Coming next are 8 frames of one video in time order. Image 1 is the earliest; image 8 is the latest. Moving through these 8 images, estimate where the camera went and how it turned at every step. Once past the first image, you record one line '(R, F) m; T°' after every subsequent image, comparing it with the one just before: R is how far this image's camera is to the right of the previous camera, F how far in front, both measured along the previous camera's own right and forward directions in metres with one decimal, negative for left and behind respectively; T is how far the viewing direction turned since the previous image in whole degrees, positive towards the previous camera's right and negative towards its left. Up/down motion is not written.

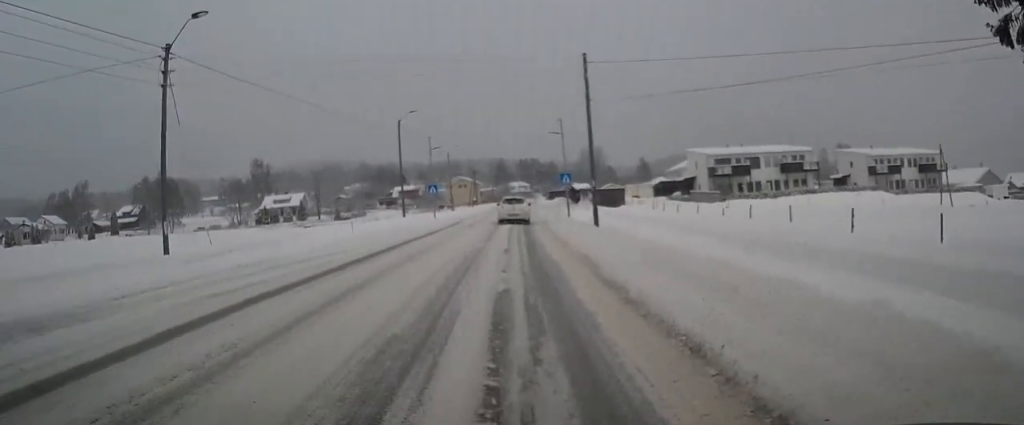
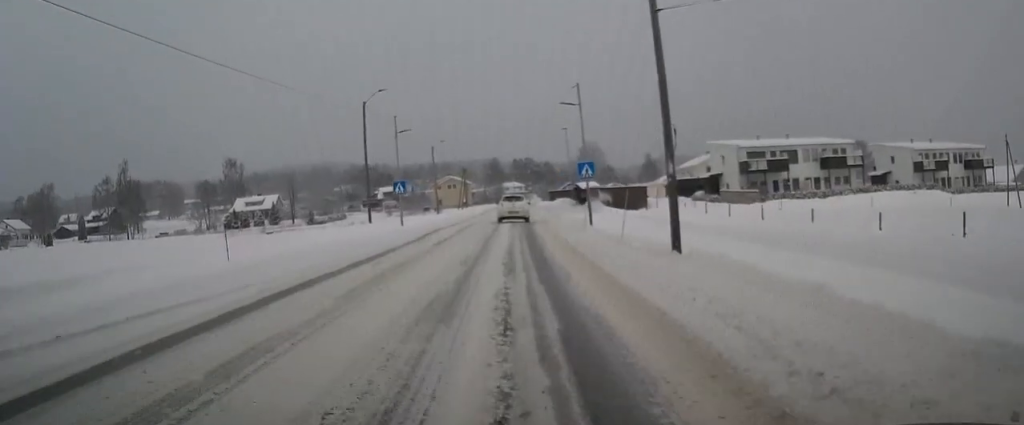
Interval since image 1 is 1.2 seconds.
(+0.2, +13.1) m; 0°
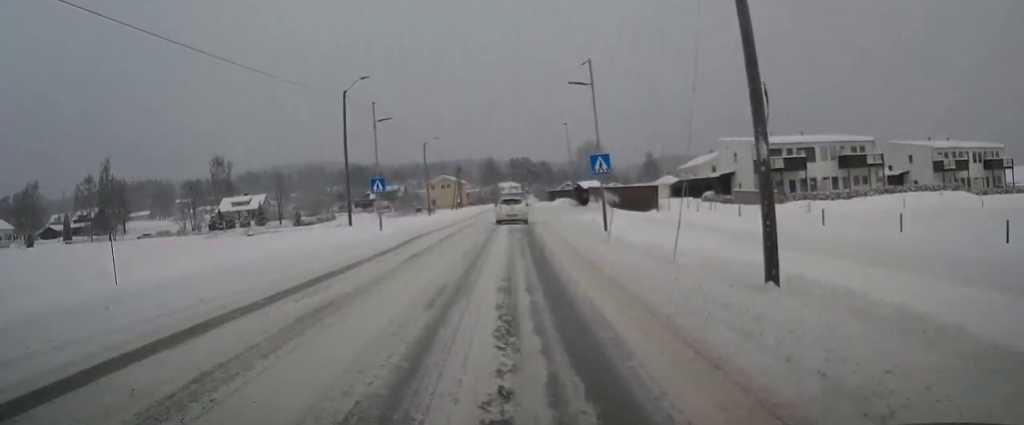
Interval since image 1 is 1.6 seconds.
(-0.1, +5.3) m; 0°
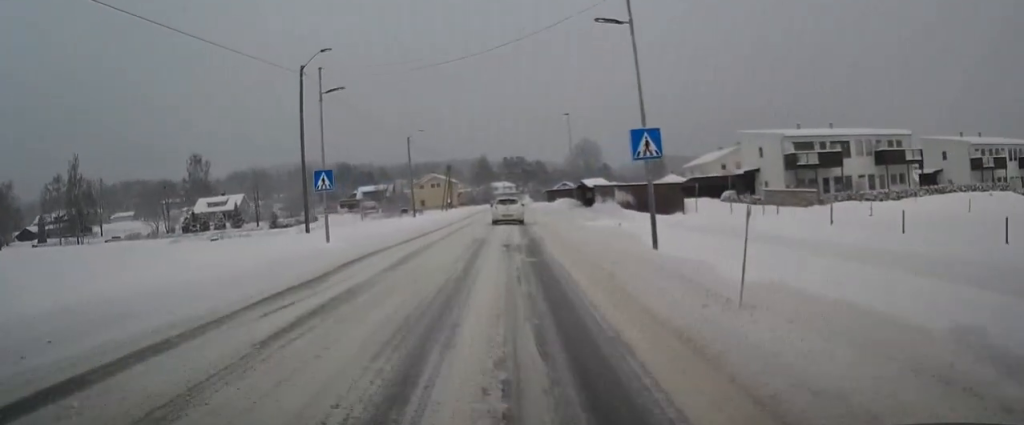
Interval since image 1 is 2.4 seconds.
(0.0, +8.8) m; 0°
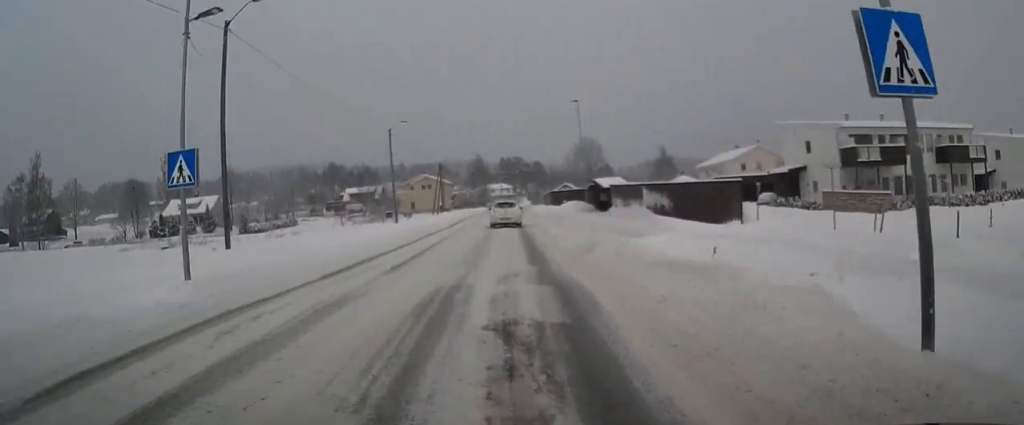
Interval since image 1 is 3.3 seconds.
(+0.1, +10.7) m; +1°
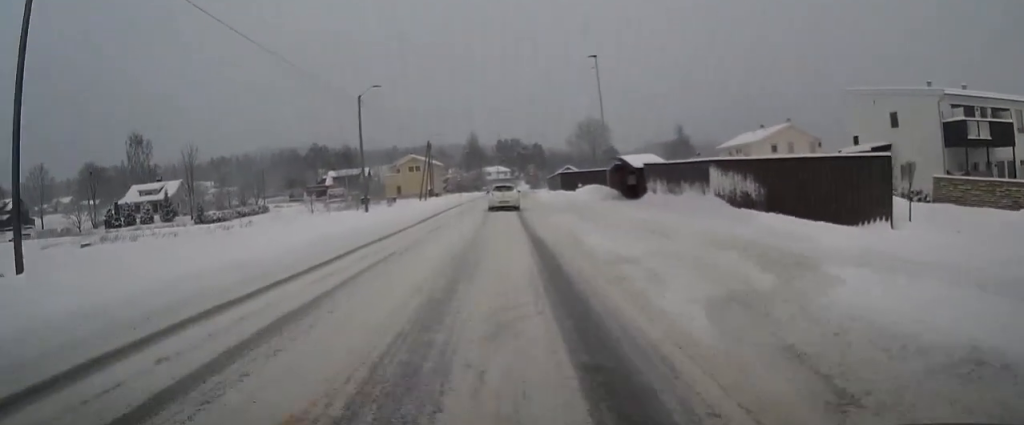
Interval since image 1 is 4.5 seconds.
(+0.2, +12.9) m; +1°
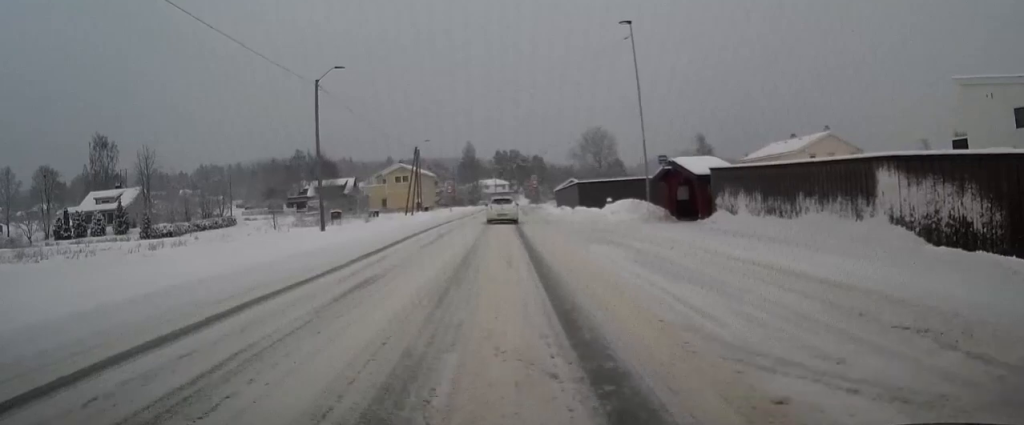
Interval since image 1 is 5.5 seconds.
(+0.1, +12.2) m; 0°
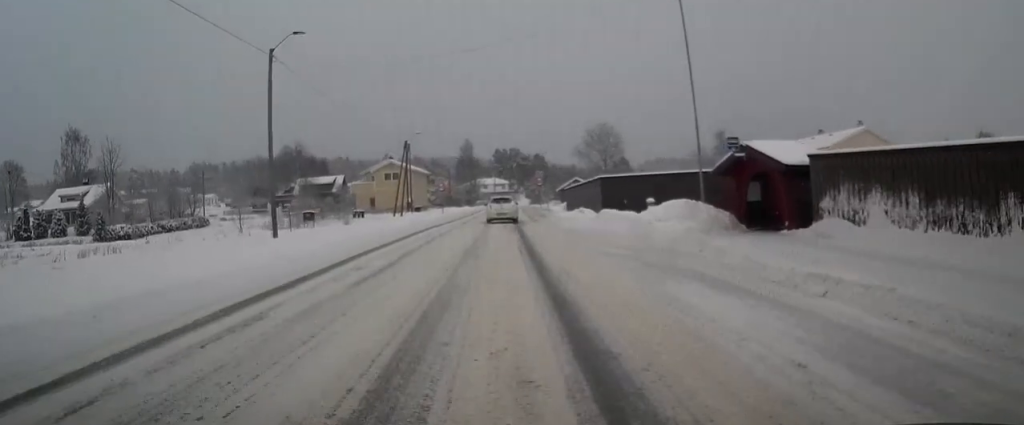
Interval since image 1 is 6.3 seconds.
(0.0, +8.4) m; 0°
